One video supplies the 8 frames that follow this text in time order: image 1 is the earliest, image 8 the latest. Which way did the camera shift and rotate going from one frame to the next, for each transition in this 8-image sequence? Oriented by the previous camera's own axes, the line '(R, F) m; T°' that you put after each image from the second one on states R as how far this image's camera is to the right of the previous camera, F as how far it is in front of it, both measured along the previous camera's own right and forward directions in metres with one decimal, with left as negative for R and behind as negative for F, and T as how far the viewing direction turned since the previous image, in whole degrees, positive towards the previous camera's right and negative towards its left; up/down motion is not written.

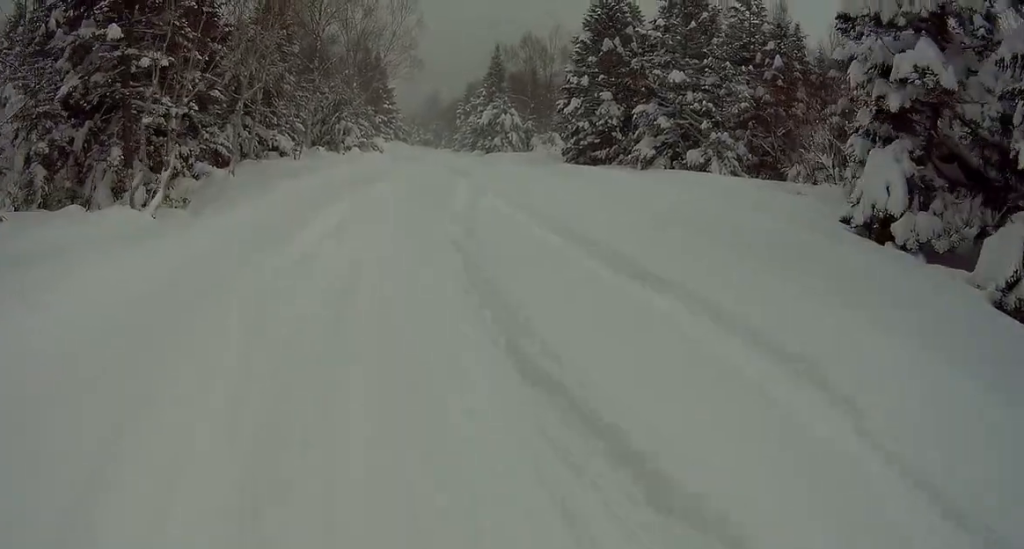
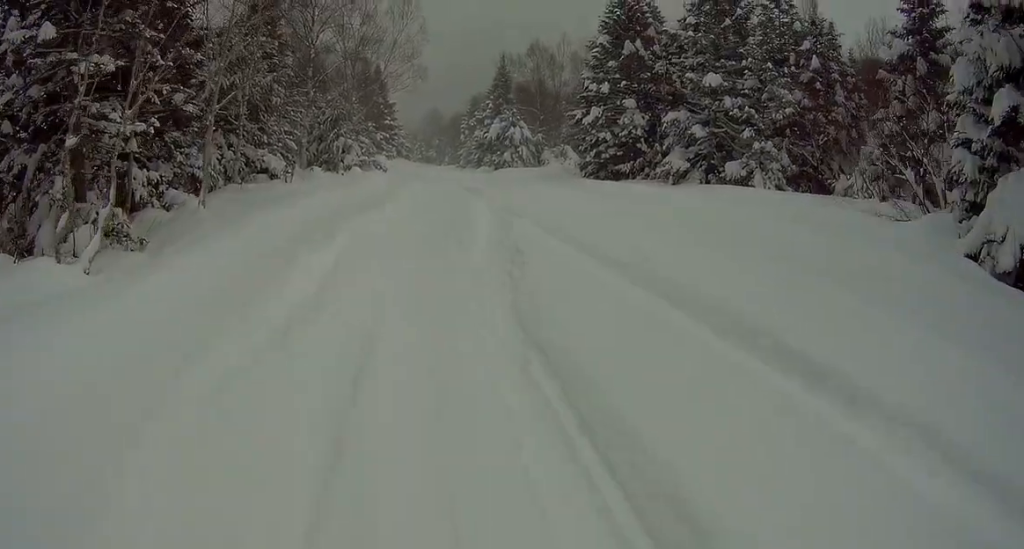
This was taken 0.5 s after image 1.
(0.0, +2.0) m; 0°
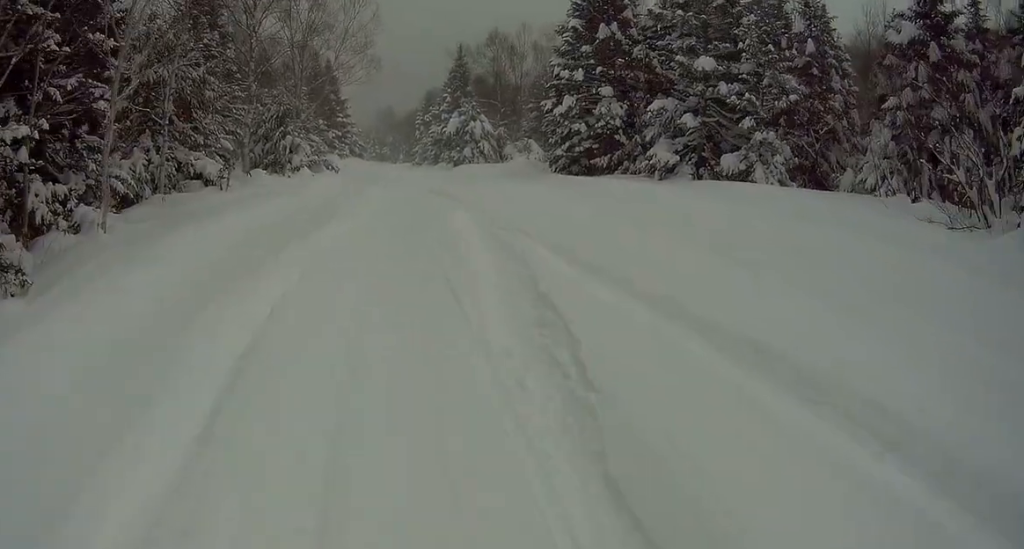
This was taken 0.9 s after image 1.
(0.0, +2.0) m; 0°
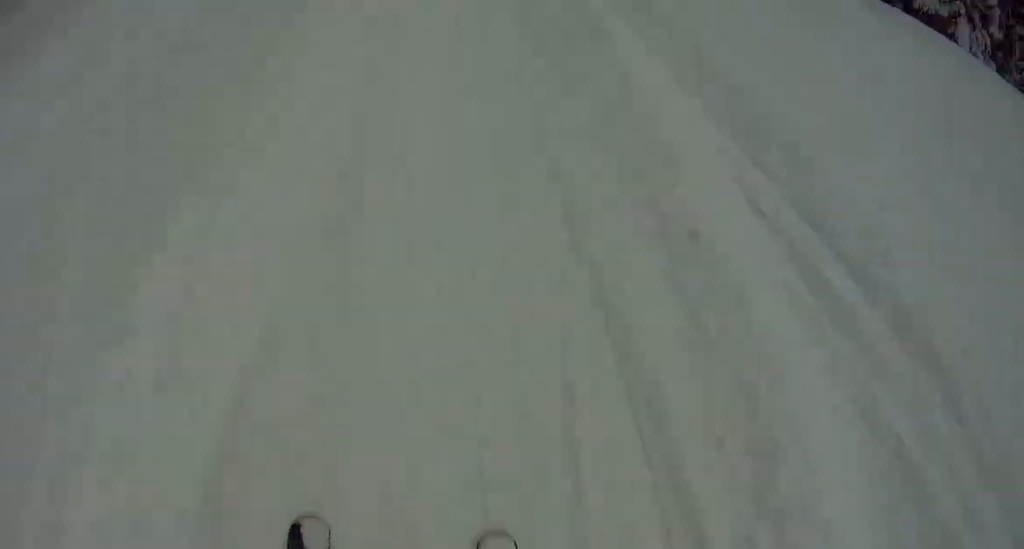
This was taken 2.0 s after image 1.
(0.0, +4.8) m; -4°
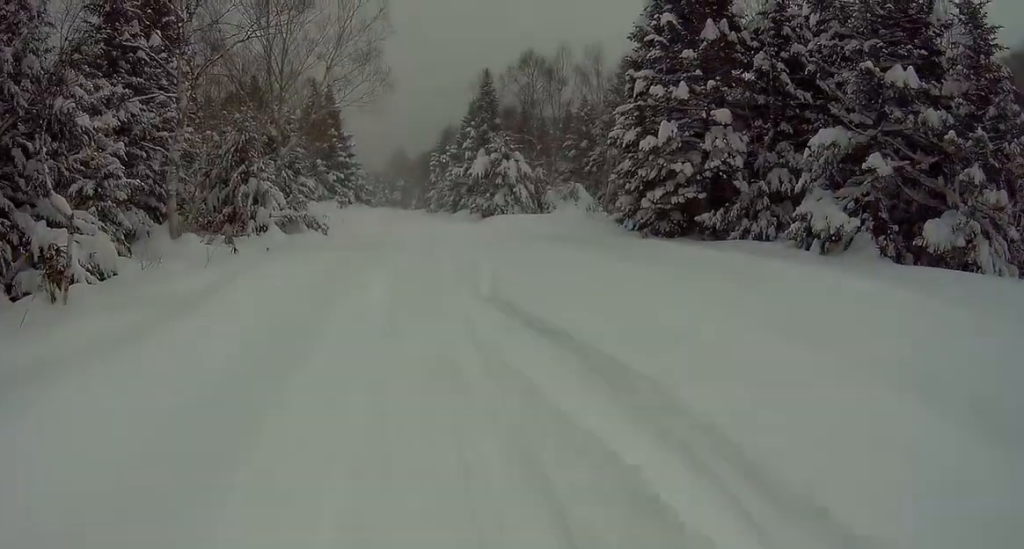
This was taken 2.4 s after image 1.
(-0.1, +2.0) m; -2°
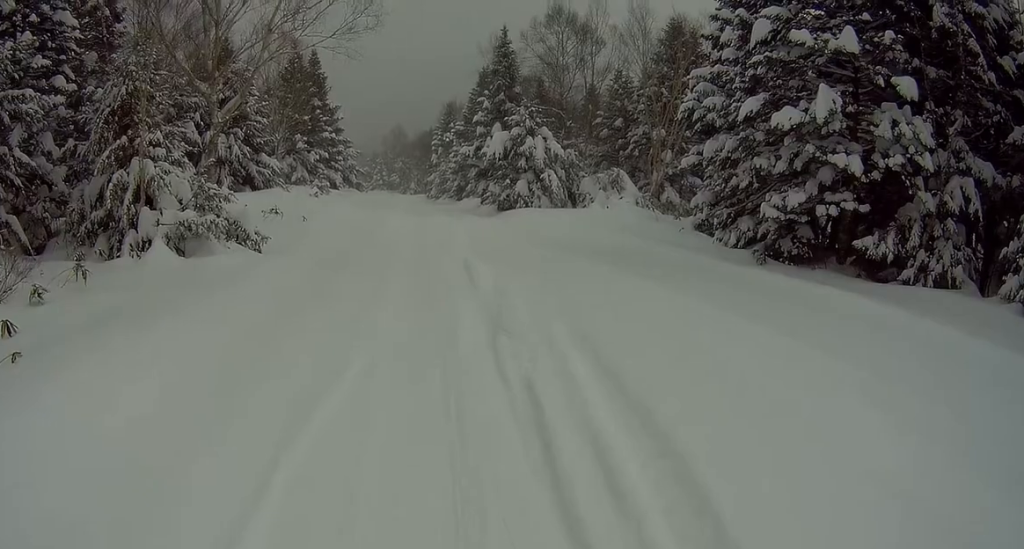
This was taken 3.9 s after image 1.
(-0.2, +6.2) m; -1°
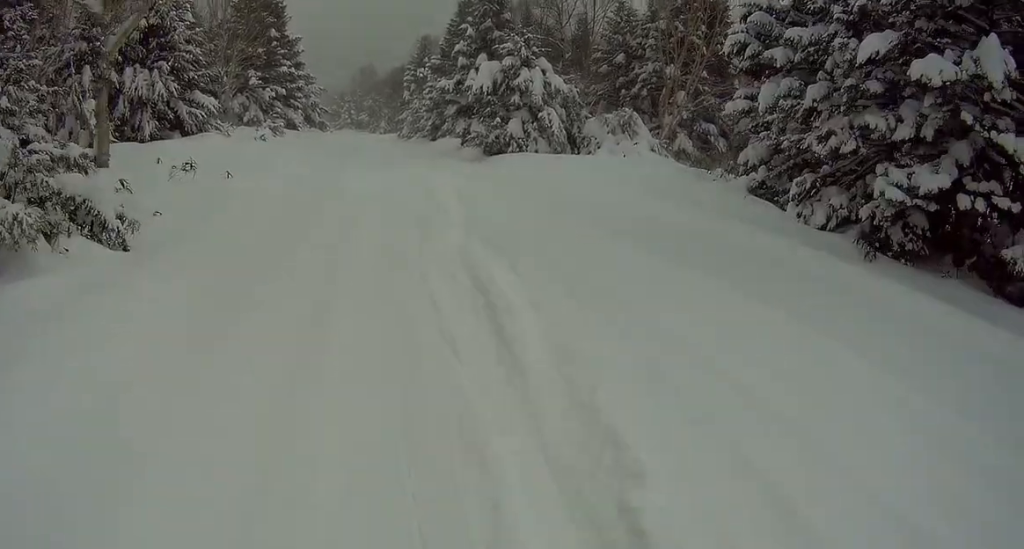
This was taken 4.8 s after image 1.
(+0.1, +3.7) m; +3°
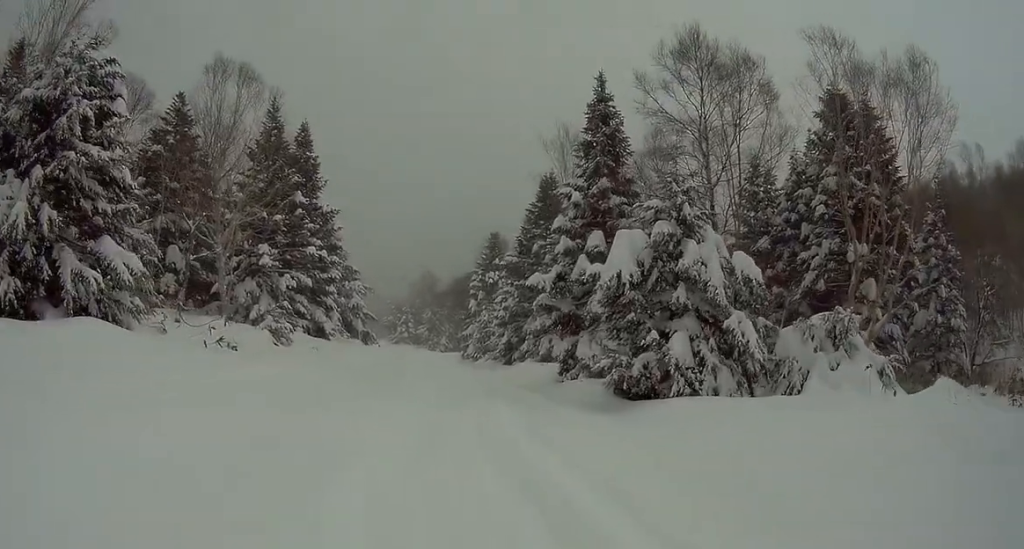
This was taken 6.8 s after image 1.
(+0.5, +7.1) m; +6°
